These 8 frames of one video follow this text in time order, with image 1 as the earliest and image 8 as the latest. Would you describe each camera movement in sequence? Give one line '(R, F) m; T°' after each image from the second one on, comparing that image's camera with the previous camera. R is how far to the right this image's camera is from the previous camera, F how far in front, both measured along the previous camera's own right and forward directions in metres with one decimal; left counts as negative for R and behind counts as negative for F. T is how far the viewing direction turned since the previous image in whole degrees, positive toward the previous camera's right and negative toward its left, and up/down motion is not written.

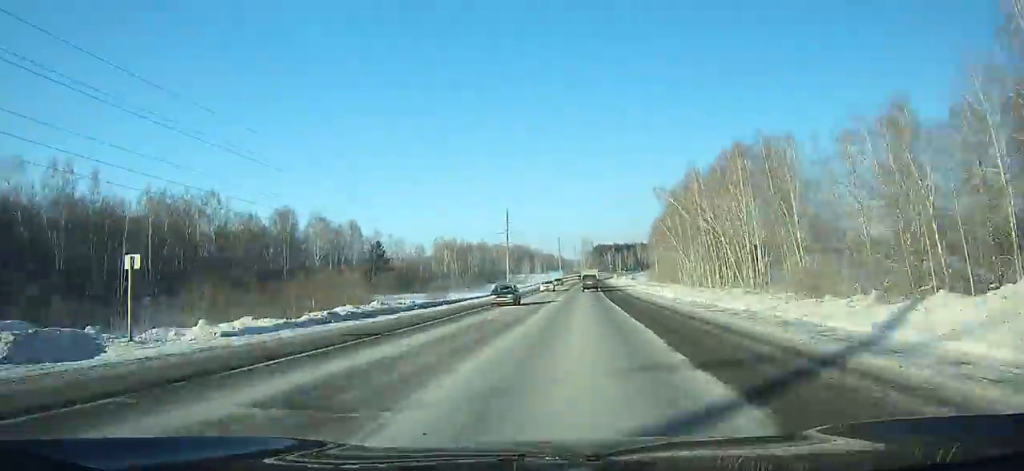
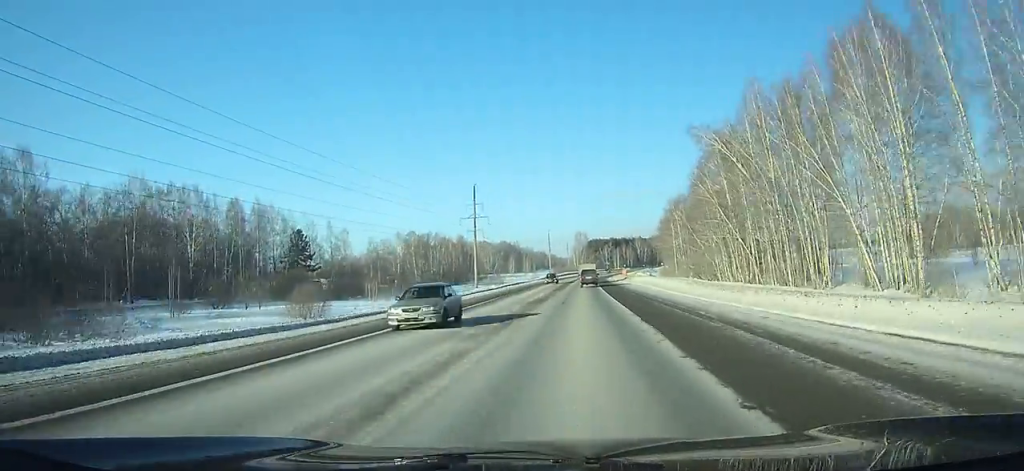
(0.0, +43.6) m; +1°
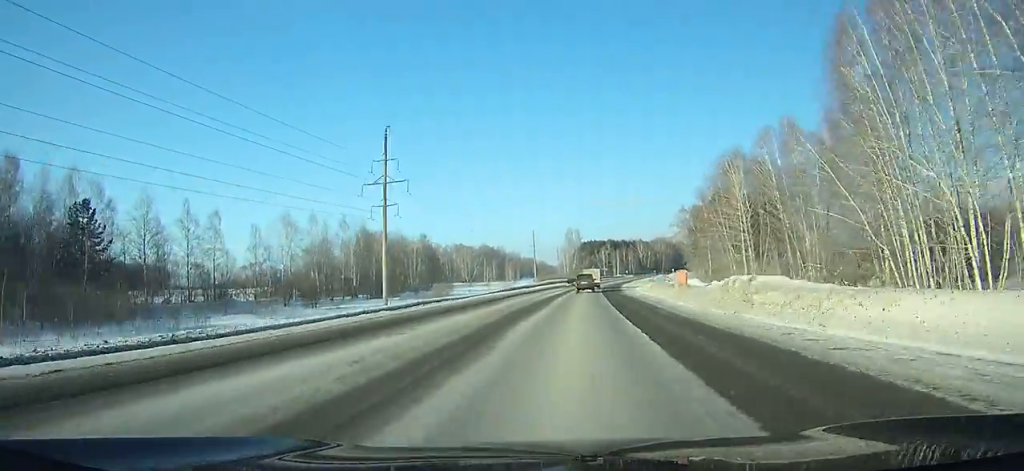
(+0.5, +58.0) m; +1°
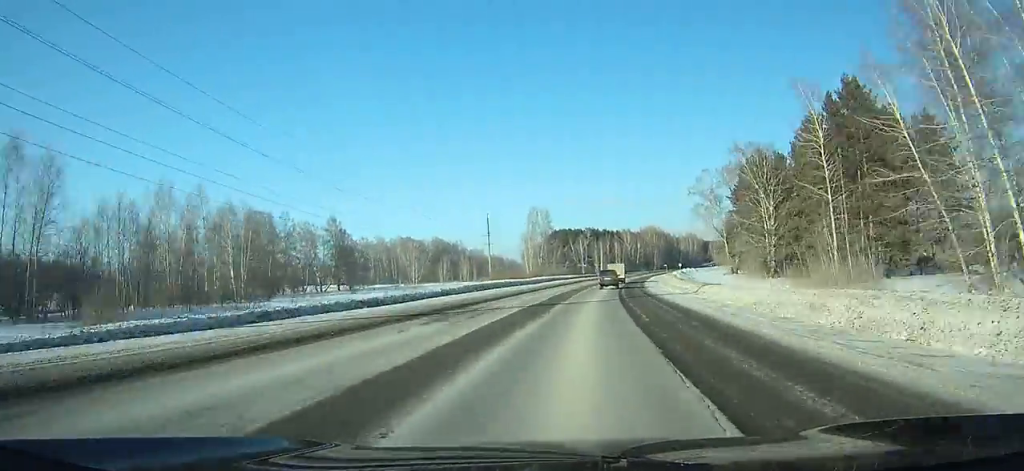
(+1.3, +67.9) m; +5°
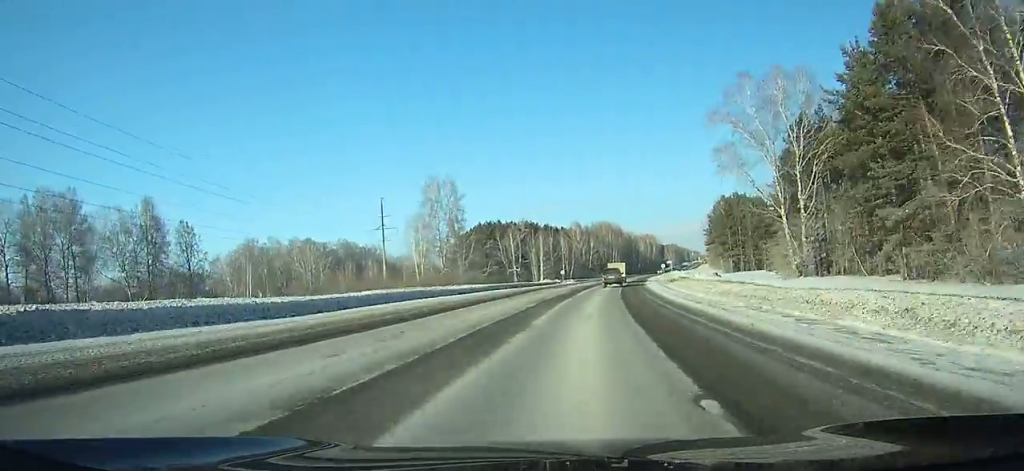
(+3.3, +59.1) m; +4°
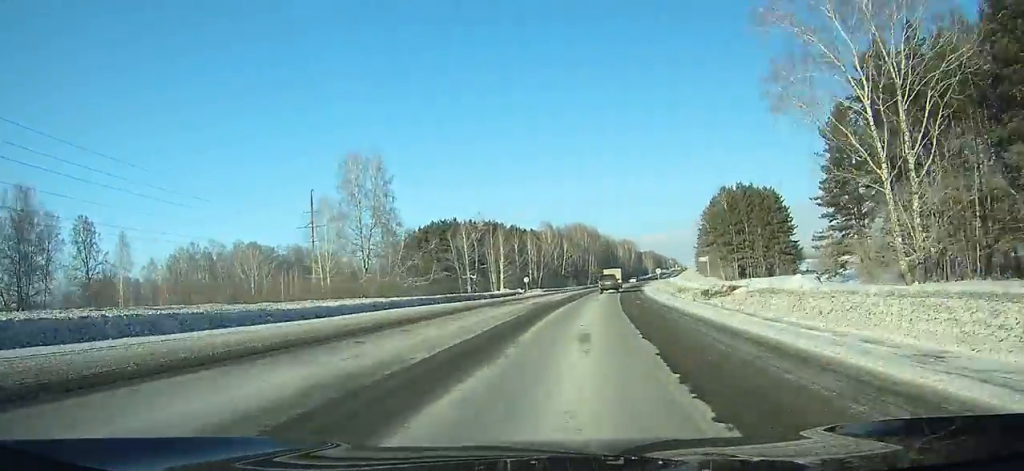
(+0.5, +26.7) m; +2°
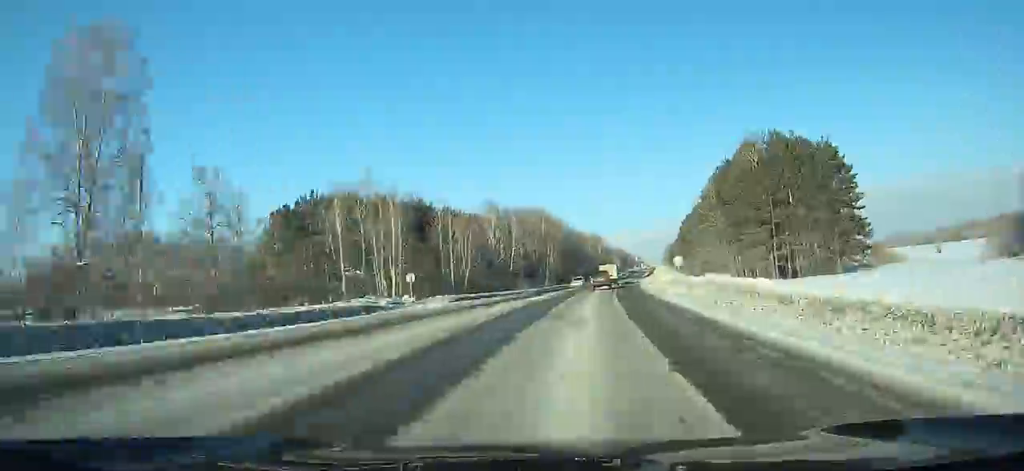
(-0.3, +41.2) m; +3°
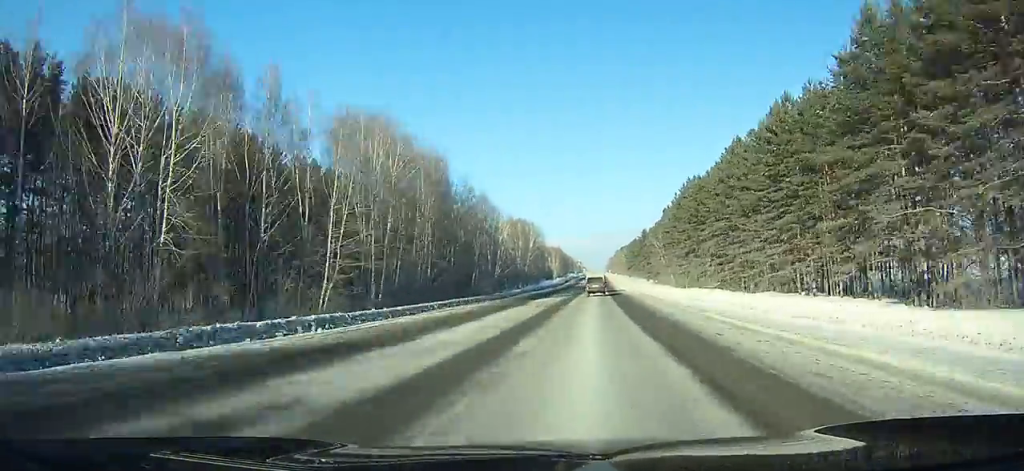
(+6.5, +92.6) m; +6°
